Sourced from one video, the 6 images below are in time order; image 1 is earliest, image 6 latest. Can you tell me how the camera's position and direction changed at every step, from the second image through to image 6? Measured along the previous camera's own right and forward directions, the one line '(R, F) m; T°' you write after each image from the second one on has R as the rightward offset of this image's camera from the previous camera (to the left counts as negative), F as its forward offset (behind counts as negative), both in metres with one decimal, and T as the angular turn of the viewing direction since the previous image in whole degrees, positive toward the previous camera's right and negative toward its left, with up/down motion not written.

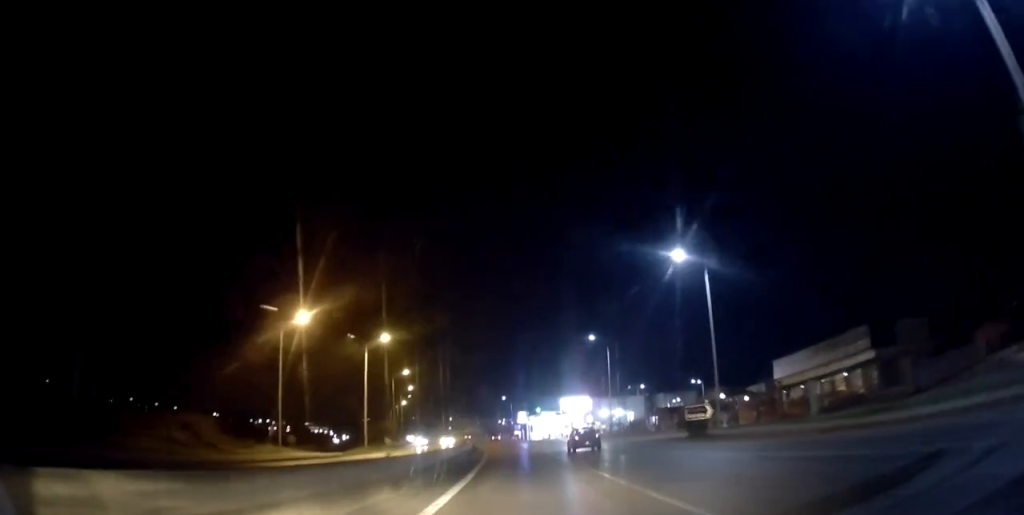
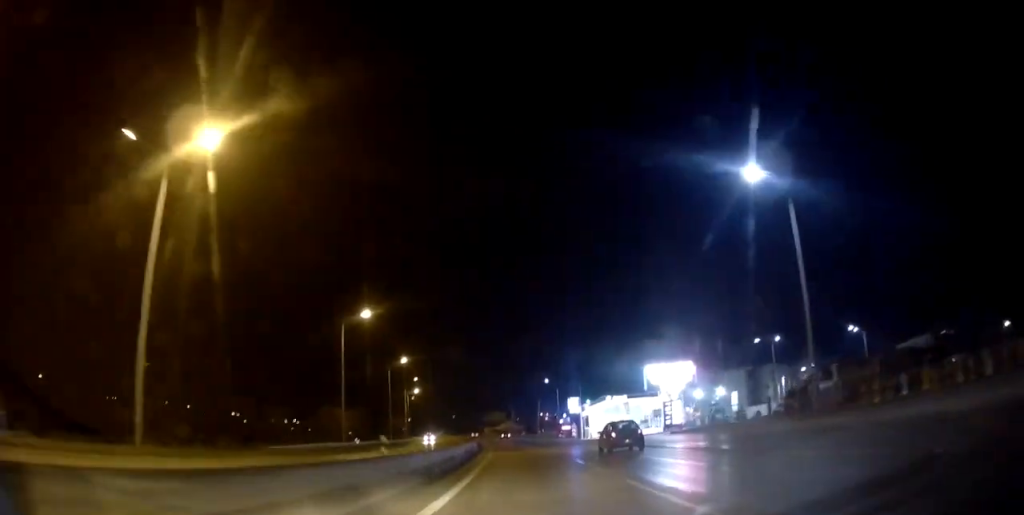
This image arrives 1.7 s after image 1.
(-2.0, +50.8) m; -5°
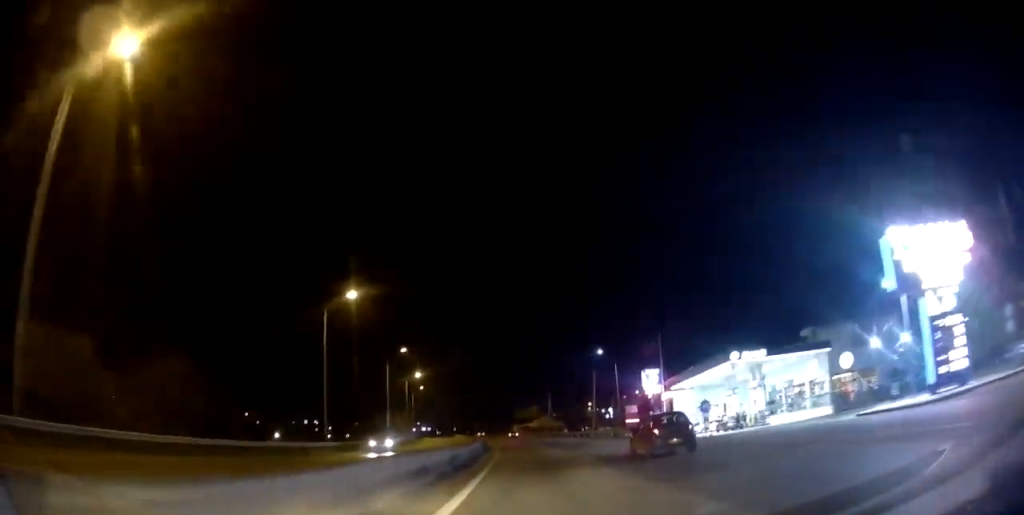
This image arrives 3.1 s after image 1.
(-1.2, +44.6) m; -1°
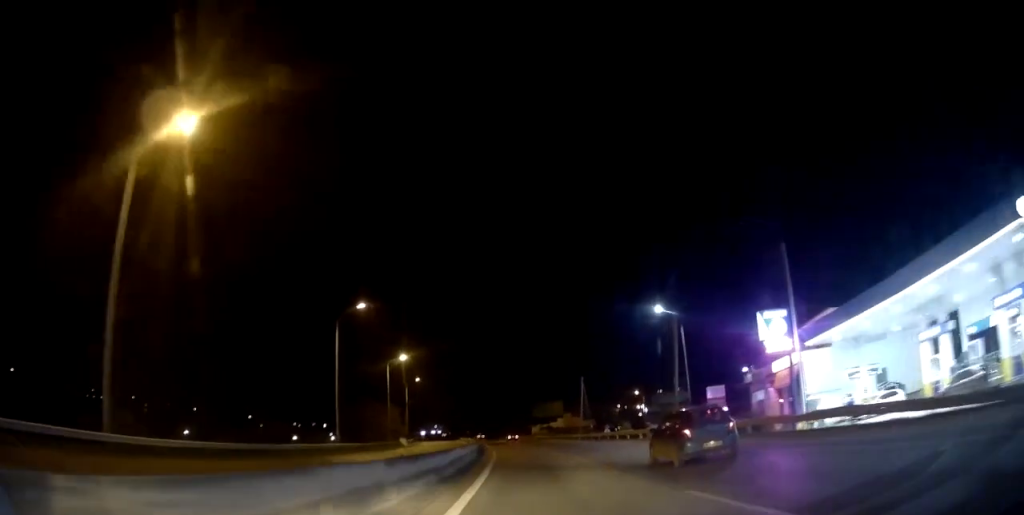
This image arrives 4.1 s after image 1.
(+0.3, +30.9) m; -1°
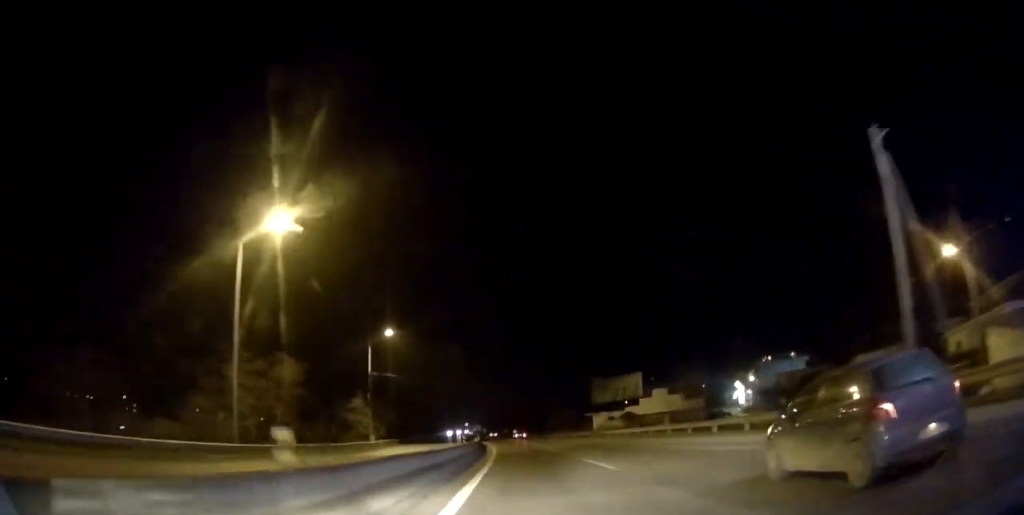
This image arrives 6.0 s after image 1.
(-3.1, +58.9) m; -5°
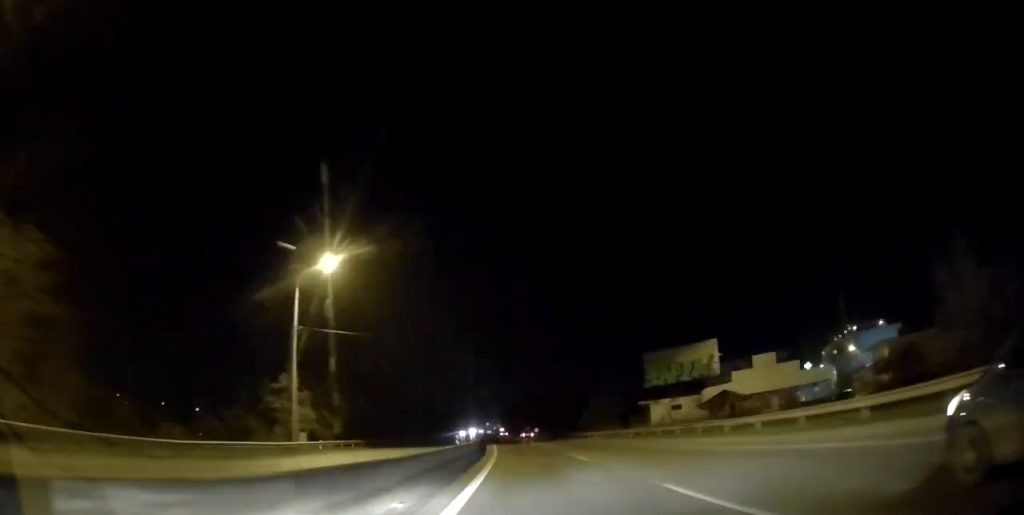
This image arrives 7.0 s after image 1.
(-0.6, +29.2) m; -2°
